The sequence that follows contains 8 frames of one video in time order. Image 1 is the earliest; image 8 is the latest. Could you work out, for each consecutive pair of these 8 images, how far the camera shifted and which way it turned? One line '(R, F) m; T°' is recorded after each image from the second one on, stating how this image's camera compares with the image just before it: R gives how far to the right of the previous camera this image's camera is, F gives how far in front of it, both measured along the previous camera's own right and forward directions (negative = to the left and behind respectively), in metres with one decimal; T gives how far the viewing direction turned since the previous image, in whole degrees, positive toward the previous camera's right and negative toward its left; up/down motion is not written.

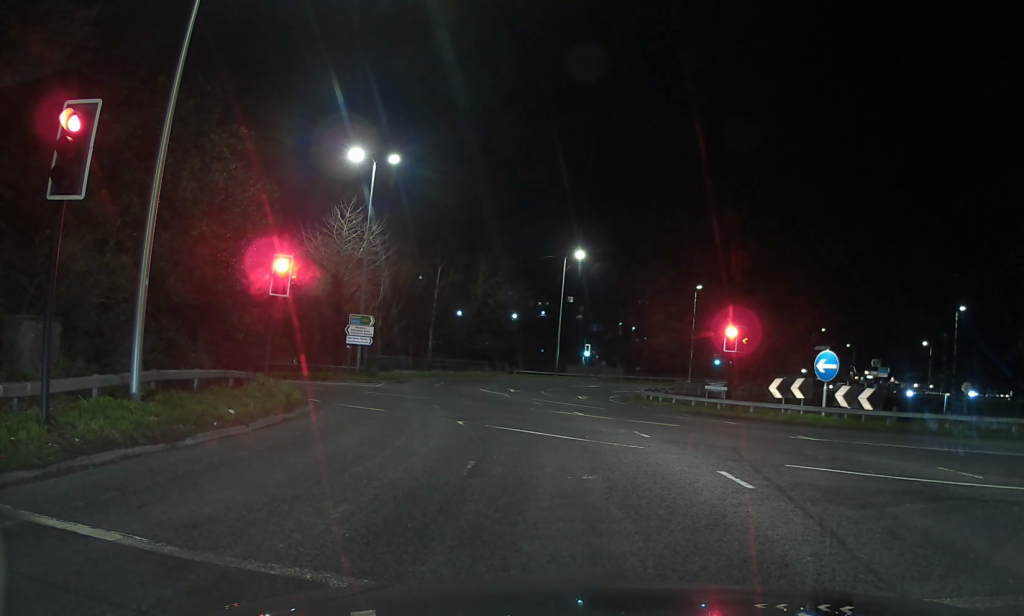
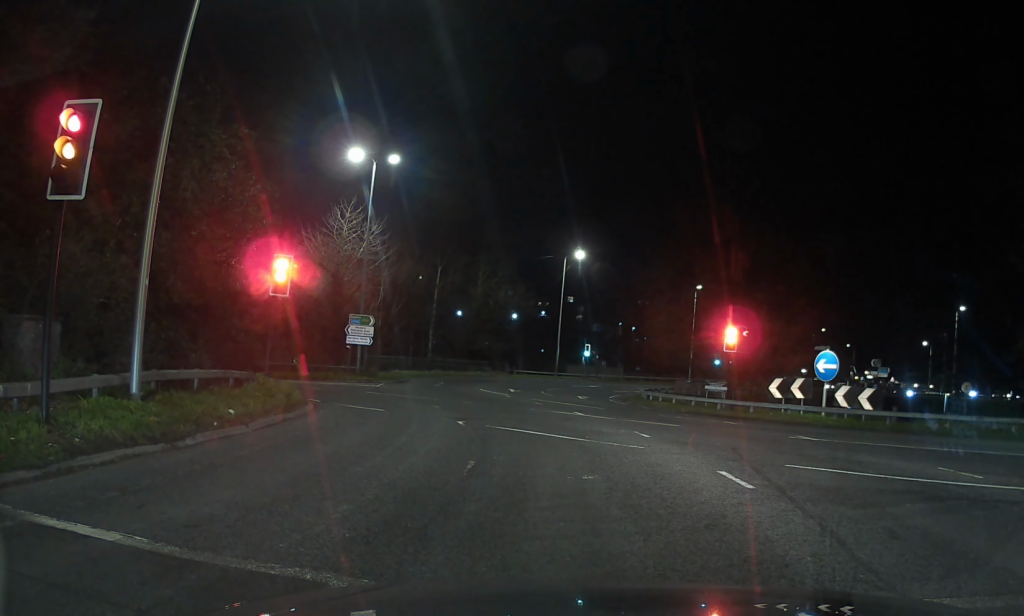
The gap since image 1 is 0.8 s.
(0.0, 0.0) m; 0°
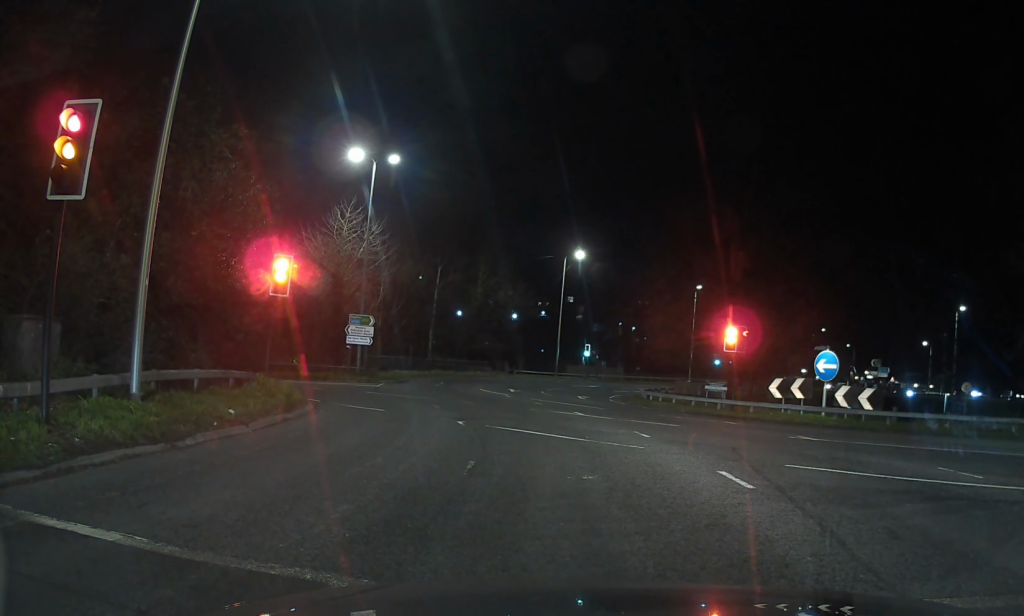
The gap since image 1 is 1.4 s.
(0.0, 0.0) m; 0°
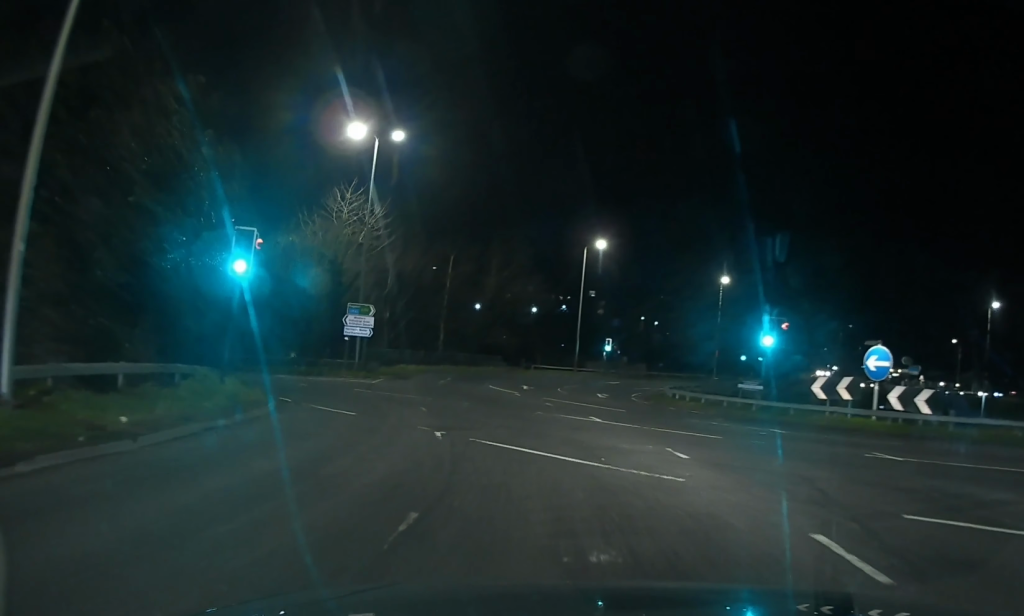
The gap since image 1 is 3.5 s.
(0.0, +1.9) m; -4°
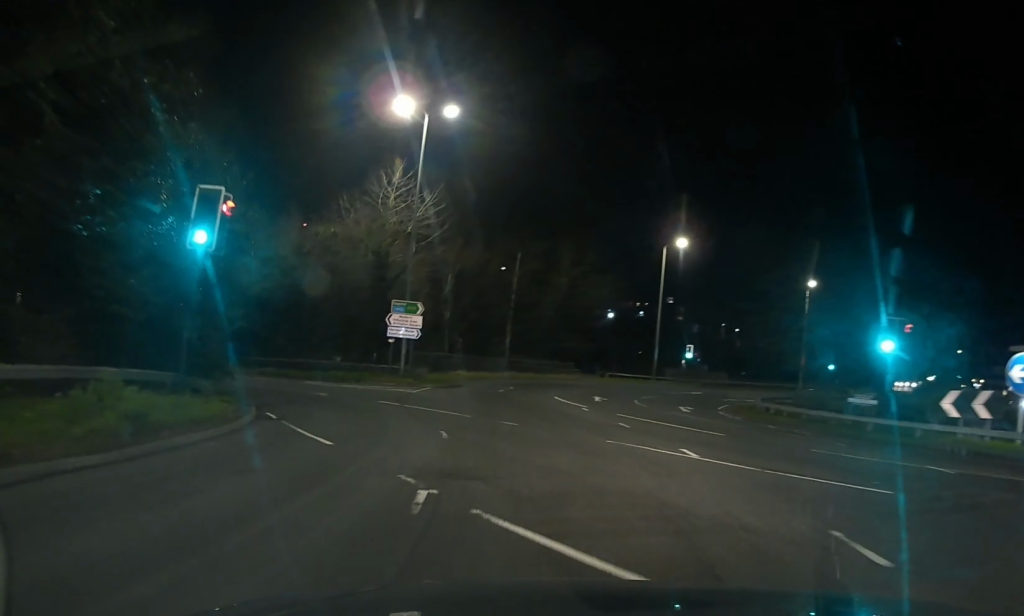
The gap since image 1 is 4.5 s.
(-0.1, +3.9) m; -7°
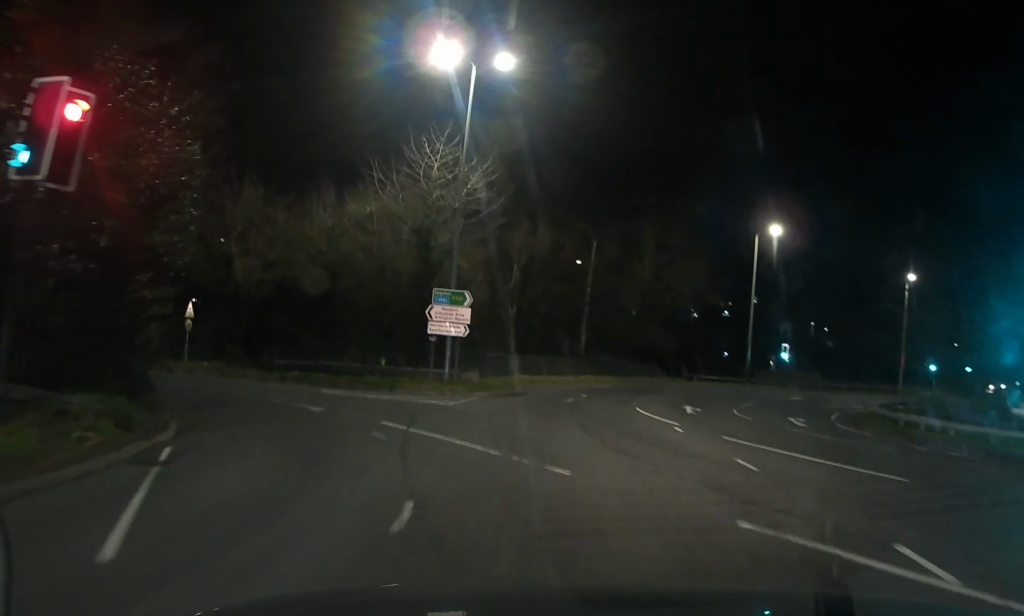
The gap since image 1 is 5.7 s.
(-0.5, +6.3) m; -6°
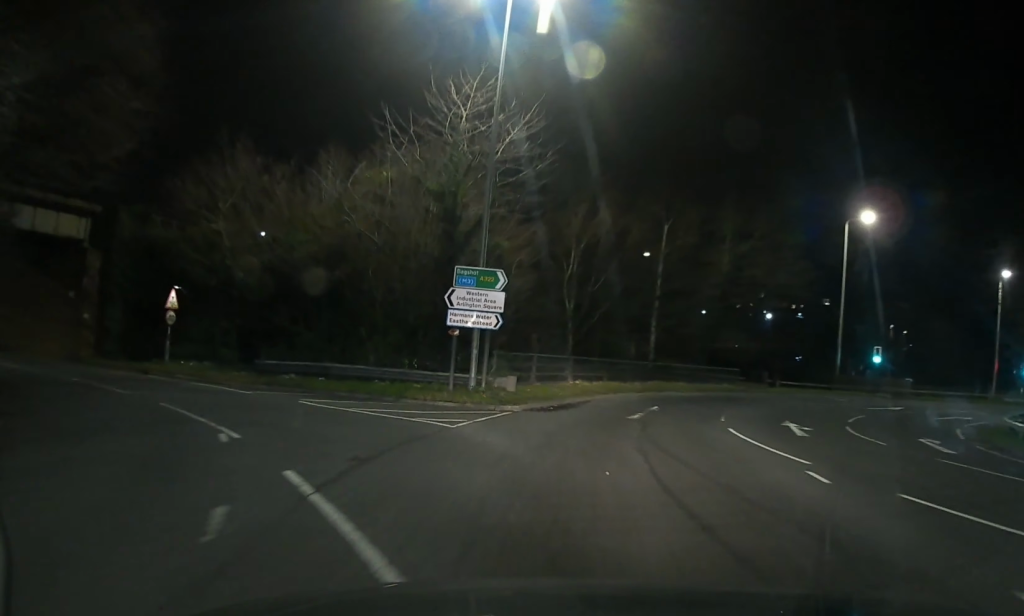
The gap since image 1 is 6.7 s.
(0.0, +6.9) m; 0°
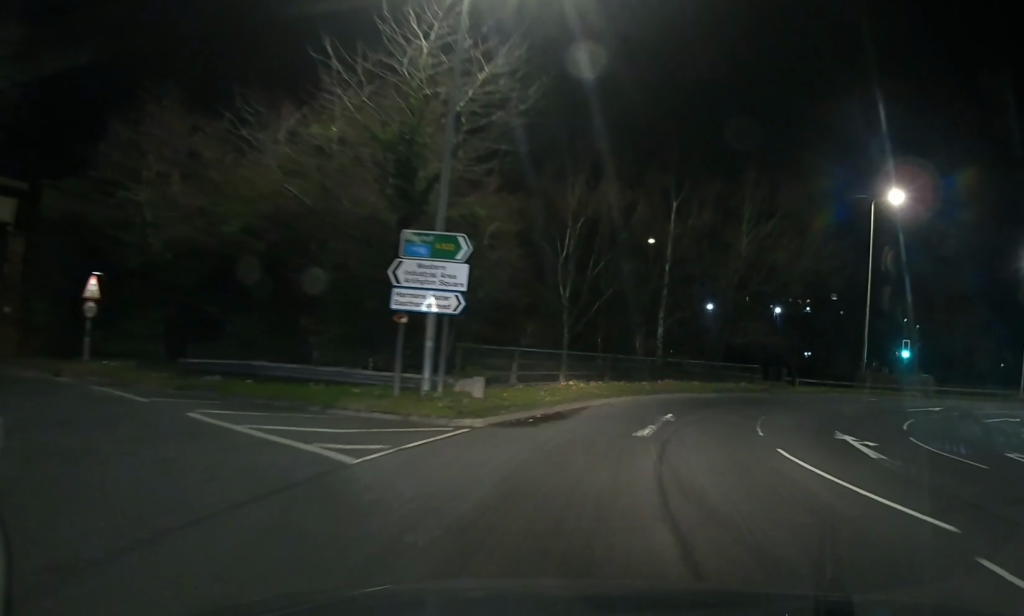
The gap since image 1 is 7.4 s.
(0.0, +5.1) m; 0°
